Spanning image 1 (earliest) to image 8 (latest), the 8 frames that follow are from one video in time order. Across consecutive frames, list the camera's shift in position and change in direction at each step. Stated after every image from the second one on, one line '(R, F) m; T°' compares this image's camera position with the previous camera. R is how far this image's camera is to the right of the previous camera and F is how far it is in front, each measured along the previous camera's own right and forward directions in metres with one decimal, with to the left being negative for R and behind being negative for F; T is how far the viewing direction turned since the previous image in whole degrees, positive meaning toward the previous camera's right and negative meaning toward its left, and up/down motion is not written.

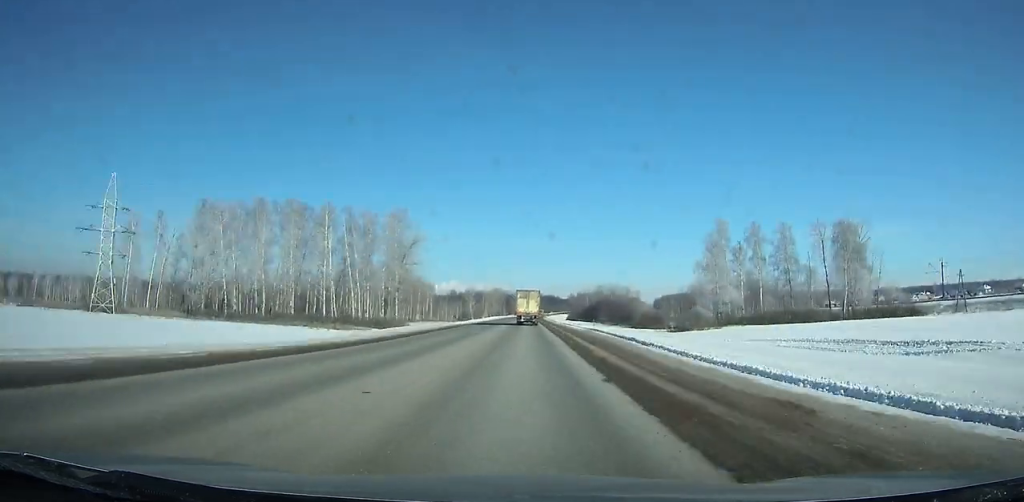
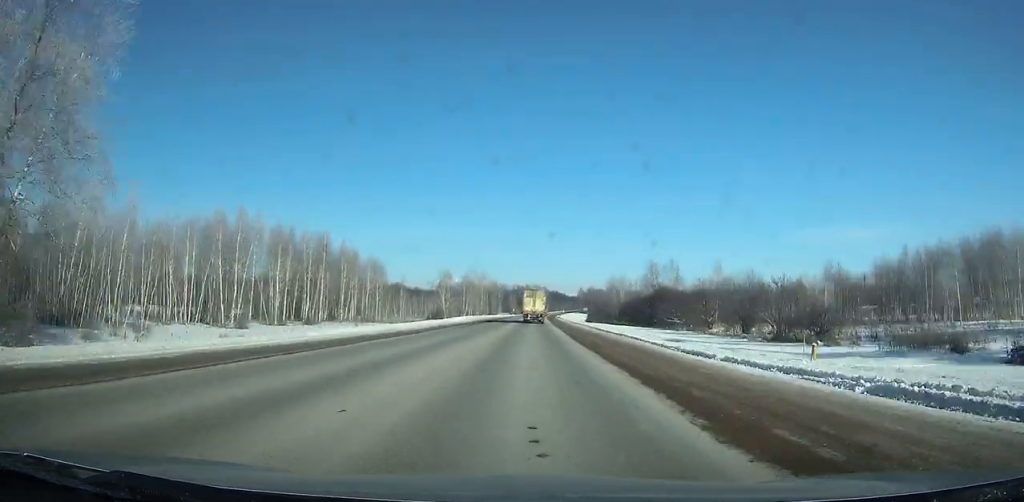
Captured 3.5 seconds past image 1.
(-0.1, +88.5) m; 0°
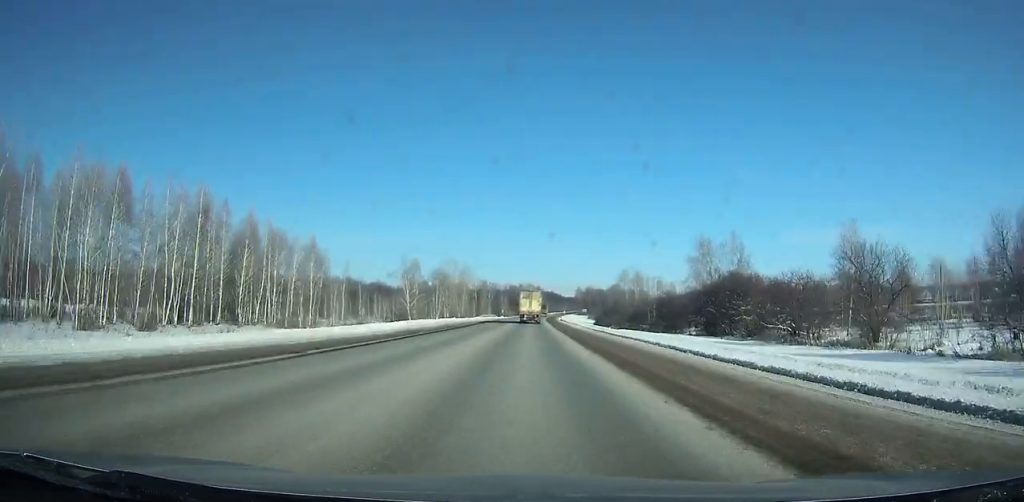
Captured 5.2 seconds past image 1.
(+0.1, +40.7) m; 0°
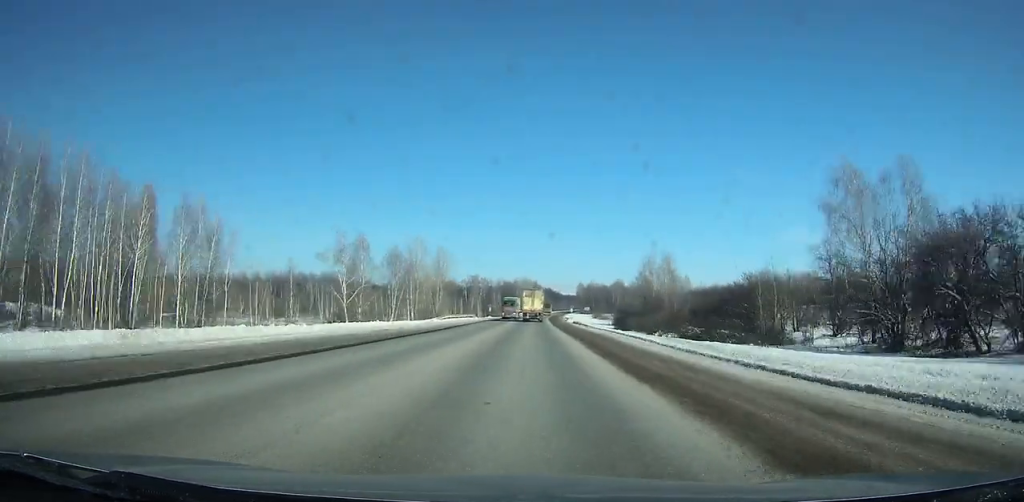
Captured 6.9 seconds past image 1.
(0.0, +39.9) m; +1°
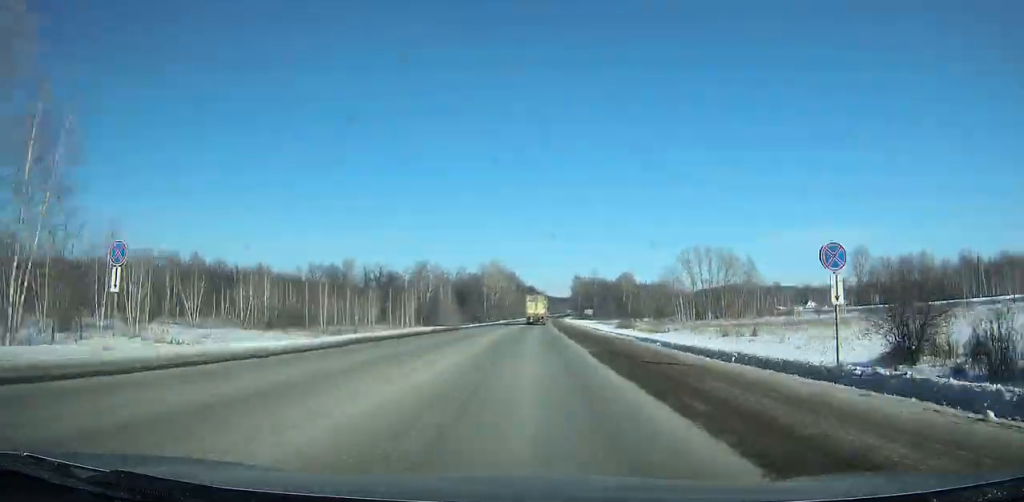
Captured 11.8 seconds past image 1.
(+2.0, +108.5) m; +2°
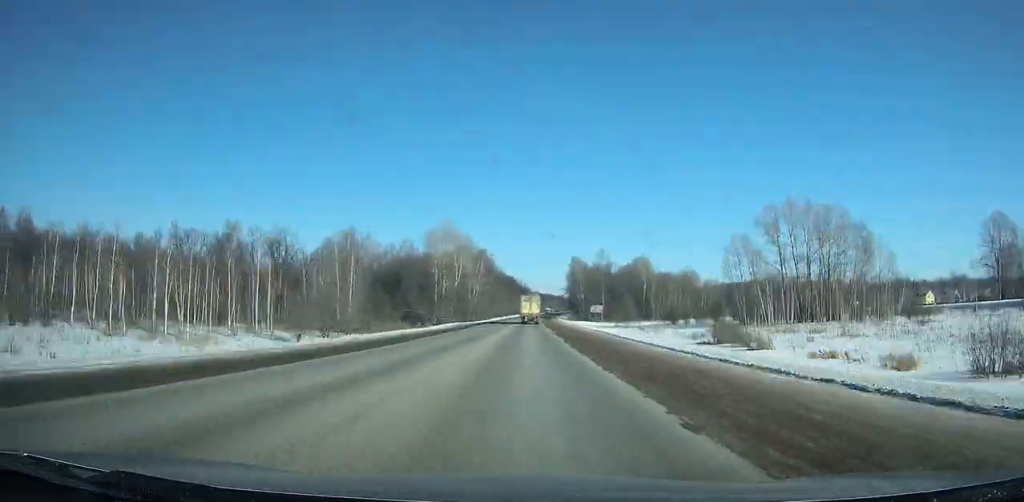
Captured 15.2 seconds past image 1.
(+0.9, +75.6) m; +1°
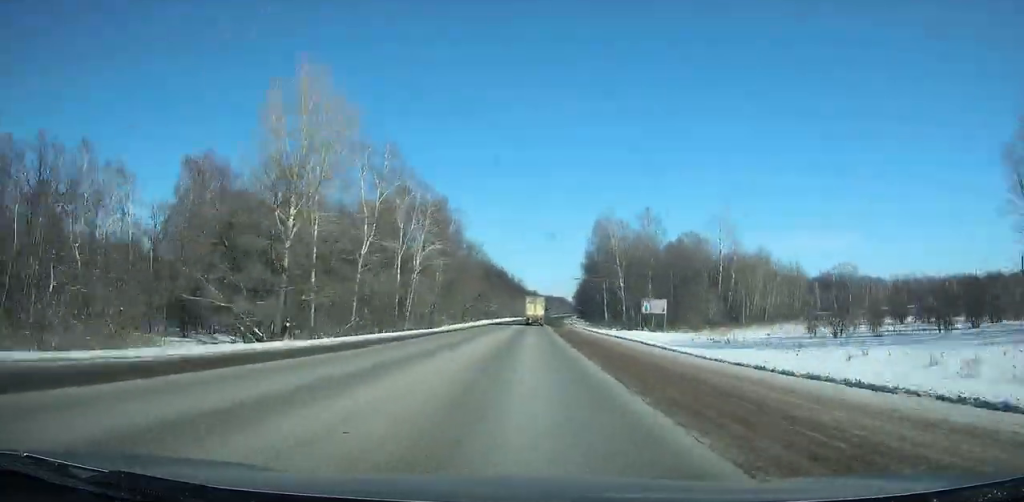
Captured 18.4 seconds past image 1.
(+0.6, +69.2) m; +1°
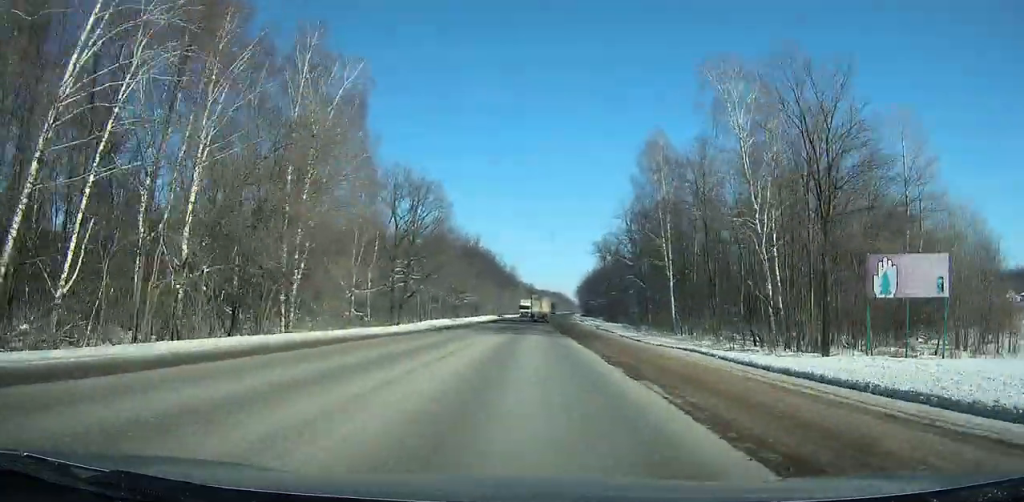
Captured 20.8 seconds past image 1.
(+0.3, +48.2) m; 0°
